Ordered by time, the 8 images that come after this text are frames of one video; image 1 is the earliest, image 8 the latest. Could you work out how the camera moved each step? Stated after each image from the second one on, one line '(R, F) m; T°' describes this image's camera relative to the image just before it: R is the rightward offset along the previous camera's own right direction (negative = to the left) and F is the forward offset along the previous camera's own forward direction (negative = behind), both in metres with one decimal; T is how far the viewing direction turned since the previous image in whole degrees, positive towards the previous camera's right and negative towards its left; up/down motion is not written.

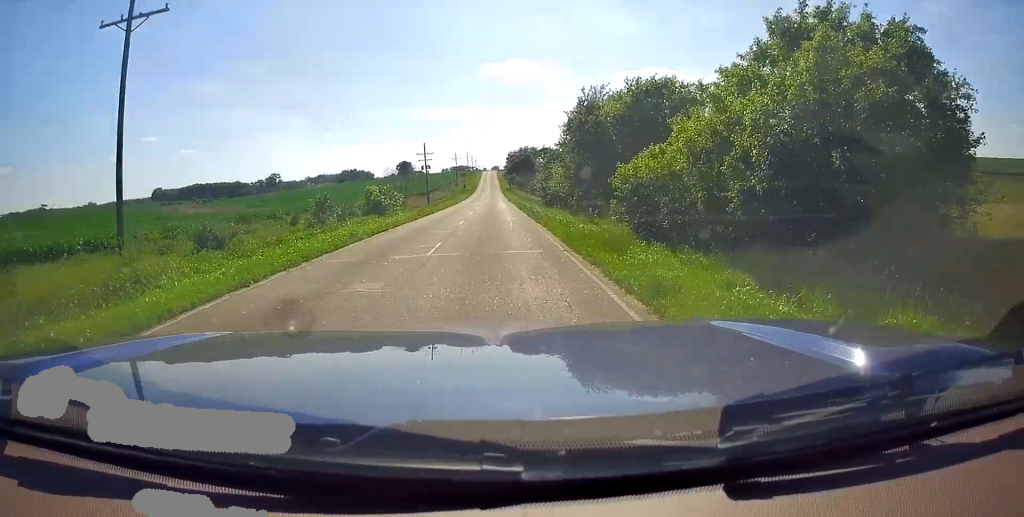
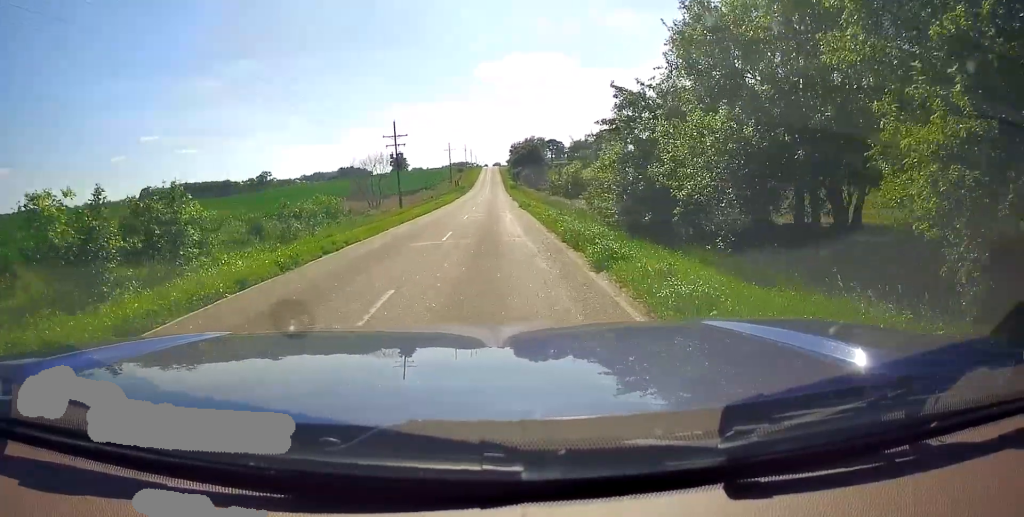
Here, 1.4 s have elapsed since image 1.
(-0.4, +31.9) m; 0°
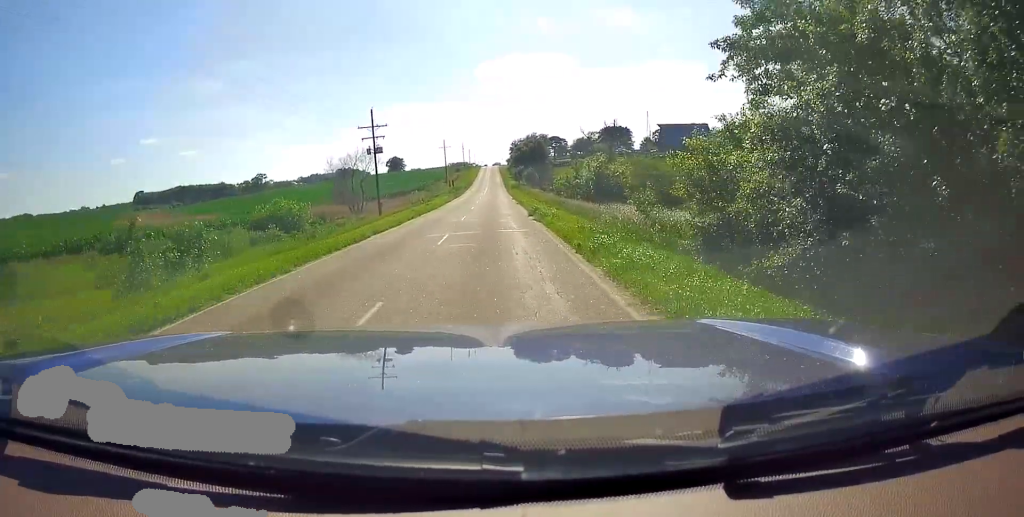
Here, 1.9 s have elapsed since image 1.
(+0.2, +12.7) m; +1°
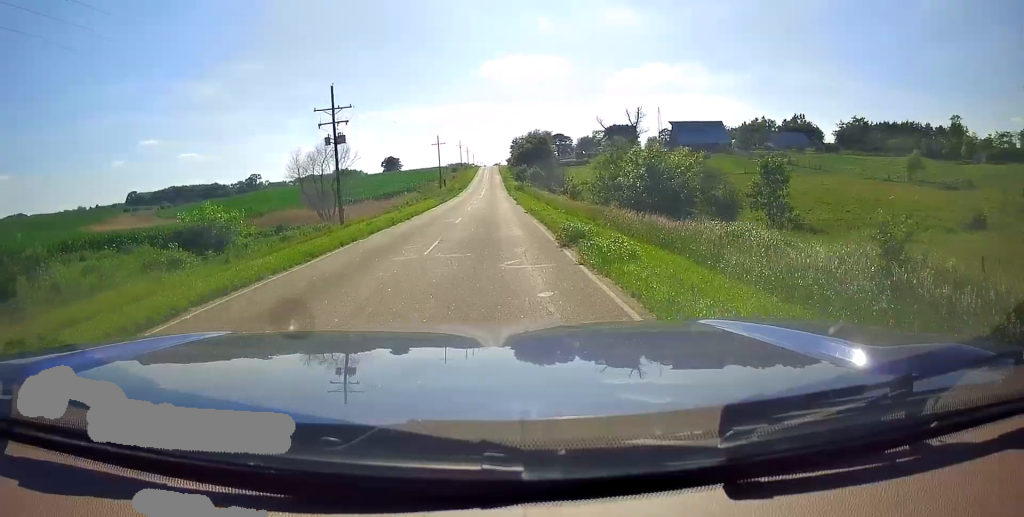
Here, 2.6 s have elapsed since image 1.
(+0.1, +14.7) m; 0°
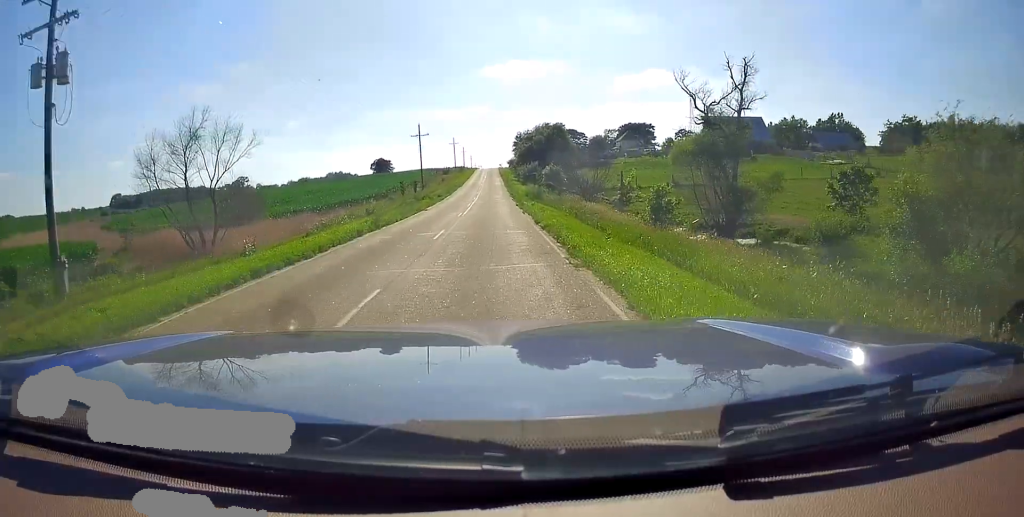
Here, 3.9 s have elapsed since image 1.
(0.0, +31.7) m; 0°
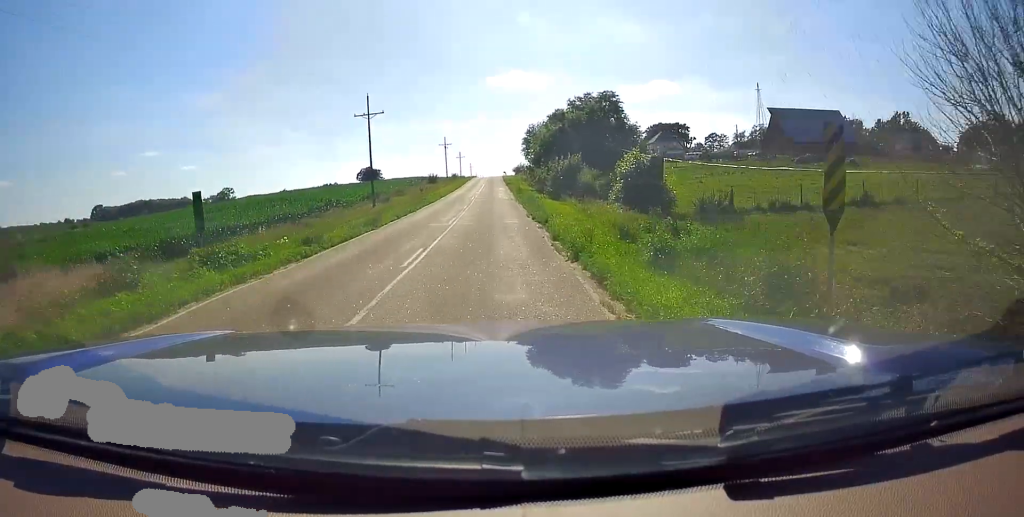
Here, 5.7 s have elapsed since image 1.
(0.0, +41.3) m; 0°
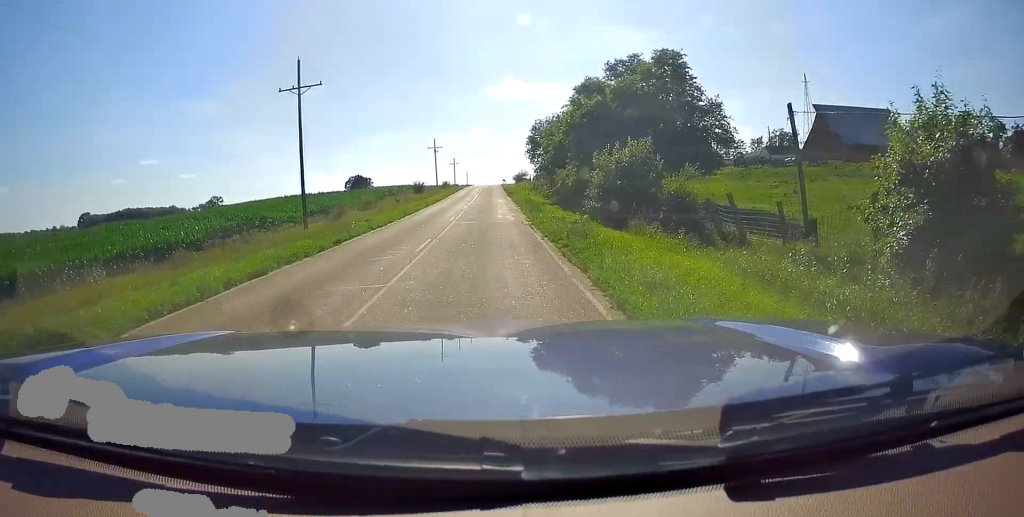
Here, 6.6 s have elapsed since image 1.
(0.0, +20.7) m; 0°
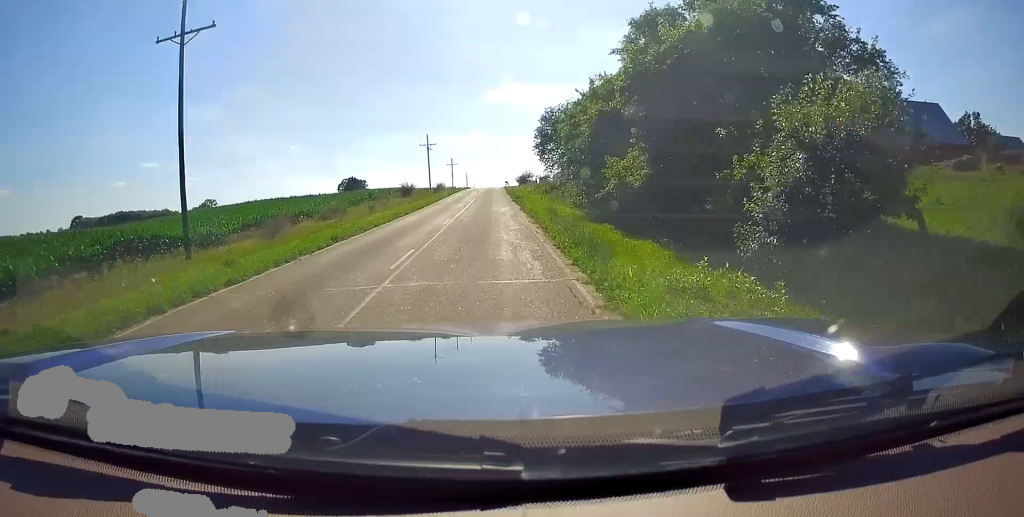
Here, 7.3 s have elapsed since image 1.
(0.0, +15.7) m; 0°
